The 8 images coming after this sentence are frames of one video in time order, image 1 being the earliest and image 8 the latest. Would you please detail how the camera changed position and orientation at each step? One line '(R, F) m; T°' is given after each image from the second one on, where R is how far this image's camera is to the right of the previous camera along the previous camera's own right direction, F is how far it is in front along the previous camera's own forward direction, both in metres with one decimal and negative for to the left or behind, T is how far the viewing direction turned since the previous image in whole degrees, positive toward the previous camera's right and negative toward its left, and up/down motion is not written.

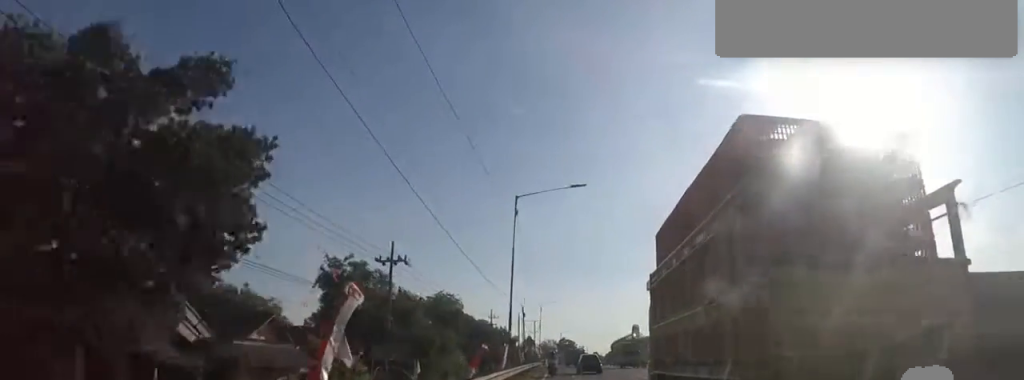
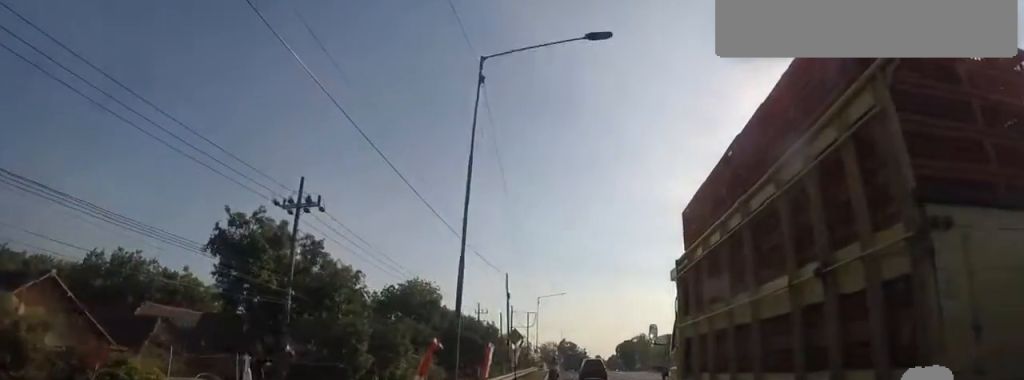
(-0.6, +12.7) m; 0°
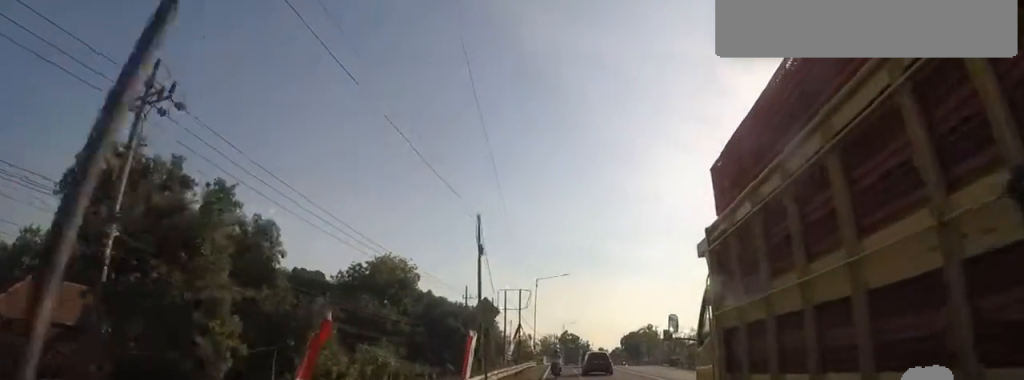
(+0.3, +9.2) m; +2°
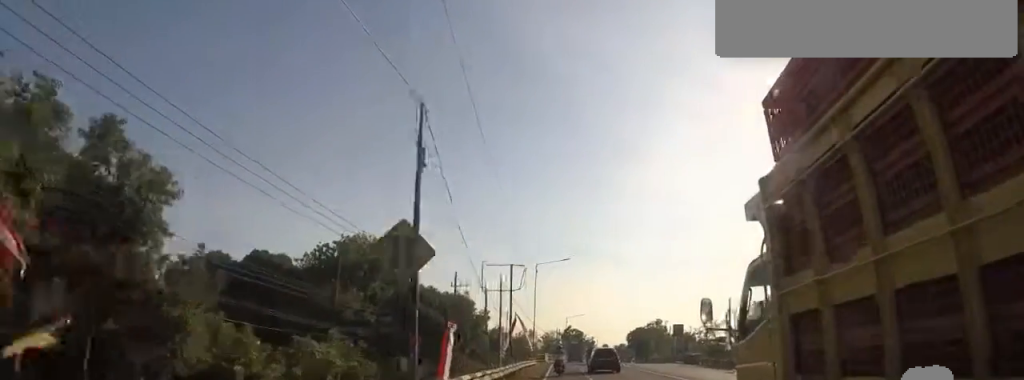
(+0.1, +6.9) m; +1°
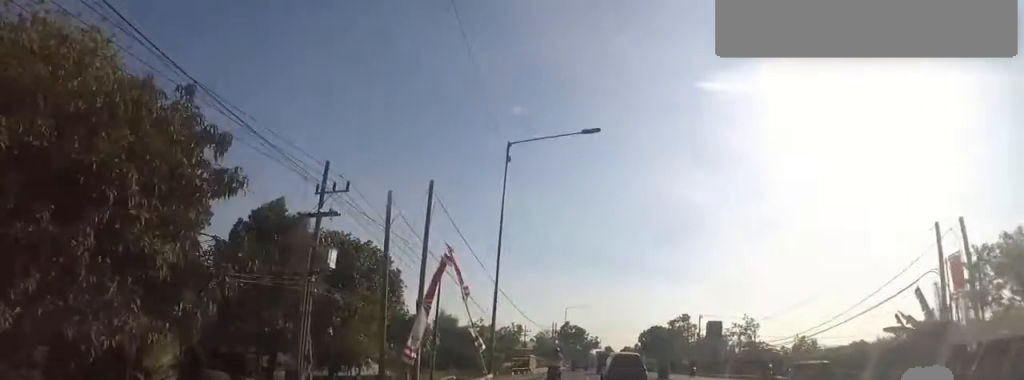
(+0.6, +26.3) m; +2°
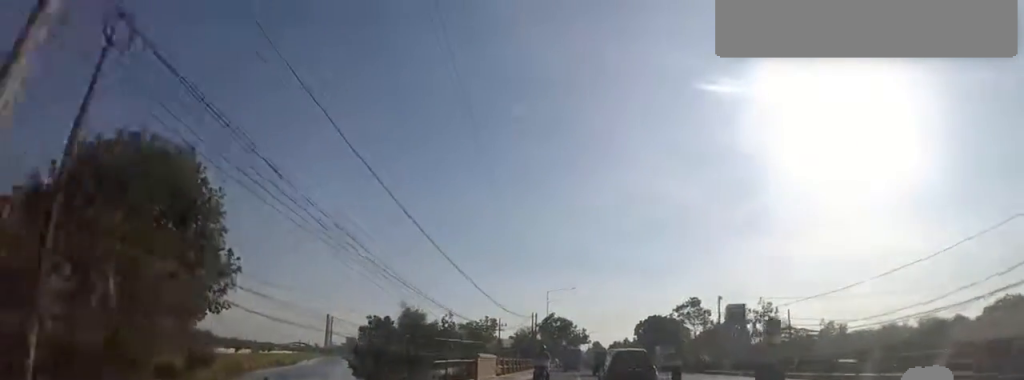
(+0.1, +17.1) m; +1°
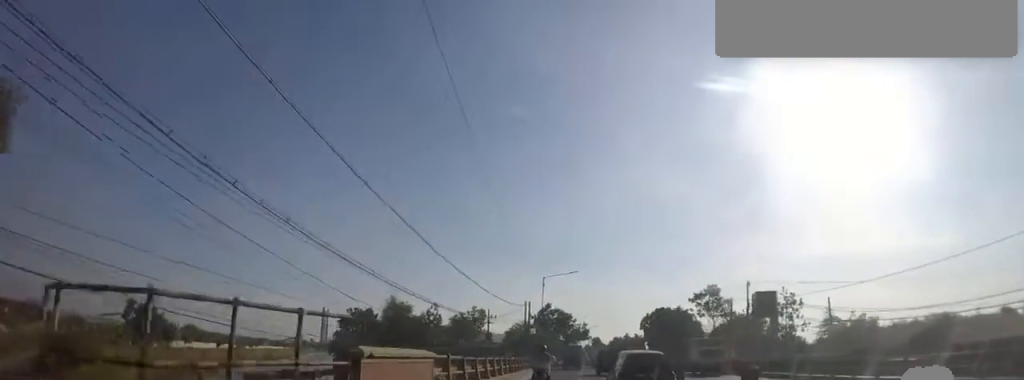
(+0.1, +10.4) m; +1°
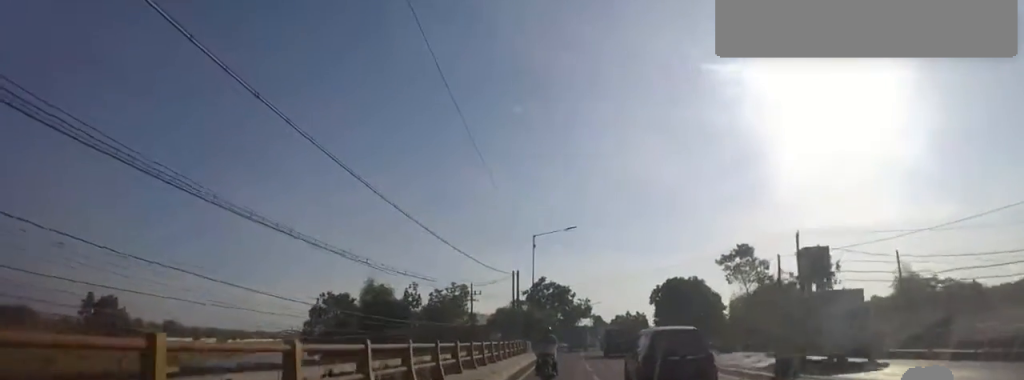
(0.0, +11.5) m; 0°
